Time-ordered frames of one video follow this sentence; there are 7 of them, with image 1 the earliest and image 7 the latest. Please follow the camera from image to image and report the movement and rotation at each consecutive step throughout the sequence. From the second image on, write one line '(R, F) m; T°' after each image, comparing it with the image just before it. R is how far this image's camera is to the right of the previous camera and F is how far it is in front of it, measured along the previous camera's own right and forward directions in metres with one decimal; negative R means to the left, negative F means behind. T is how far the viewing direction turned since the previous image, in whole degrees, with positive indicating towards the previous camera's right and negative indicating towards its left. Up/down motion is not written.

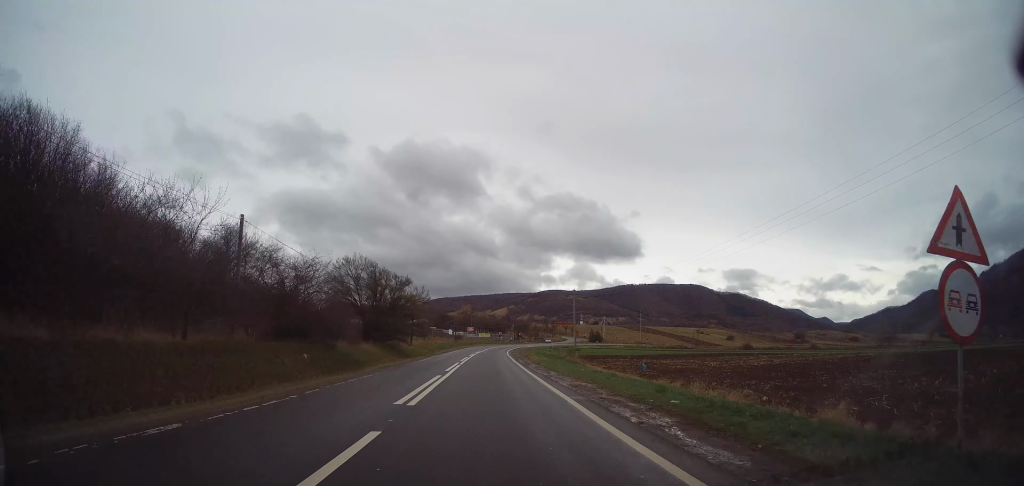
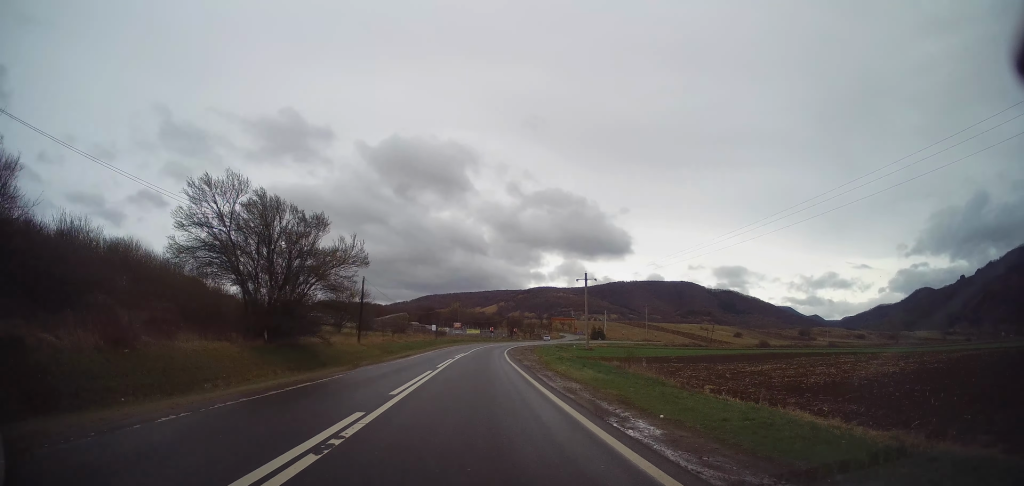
(-0.2, +22.7) m; +1°
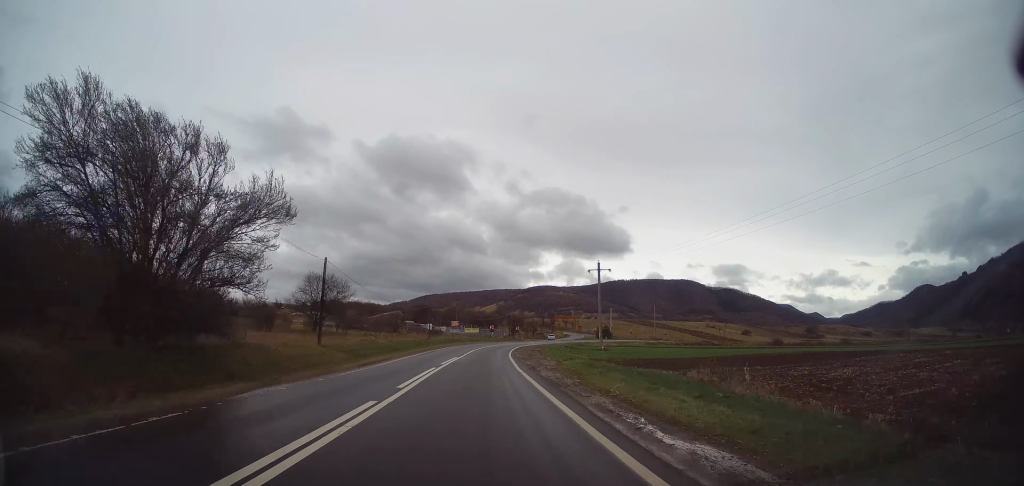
(+0.2, +10.3) m; 0°
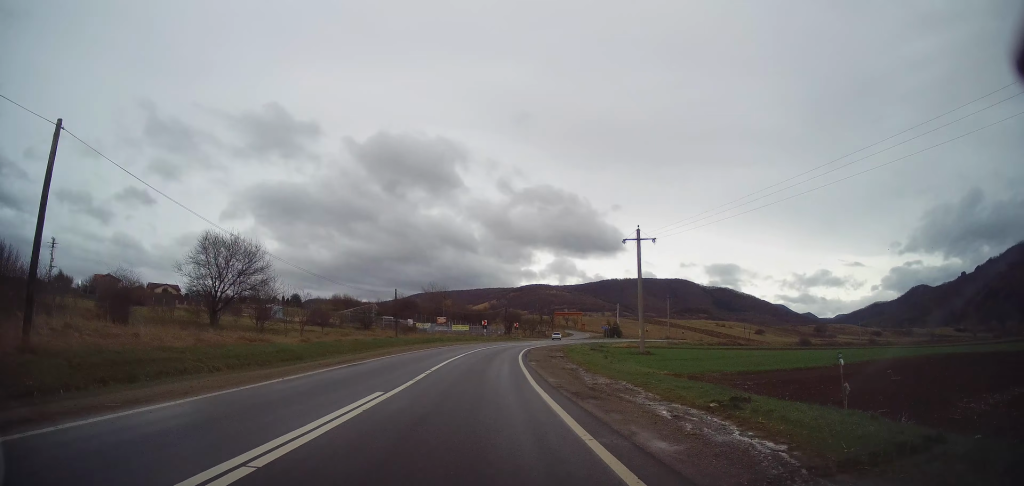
(+0.1, +23.5) m; 0°
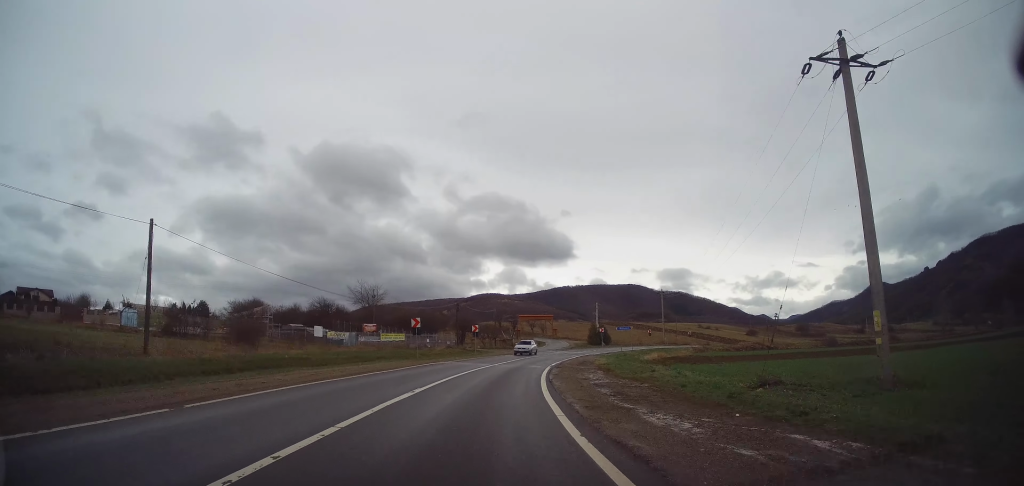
(+1.5, +38.8) m; +6°
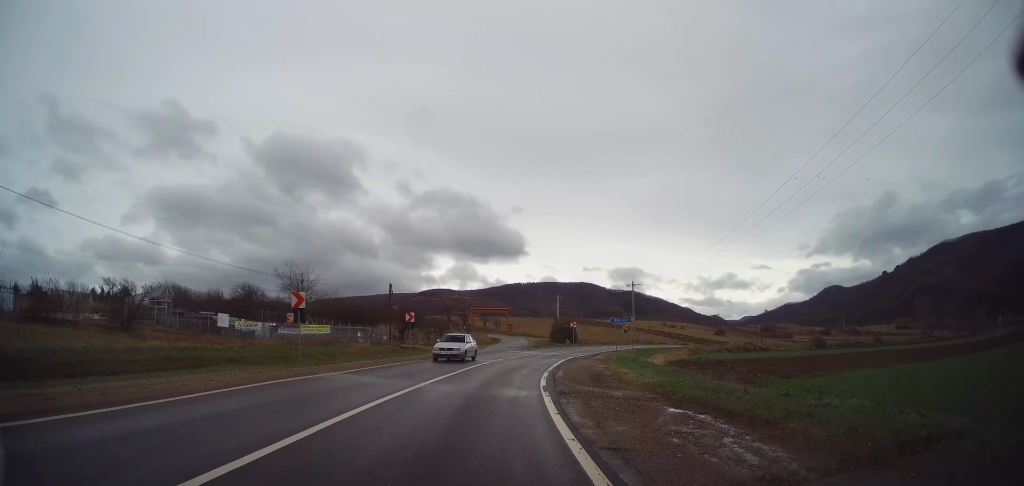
(+0.5, +16.3) m; +5°
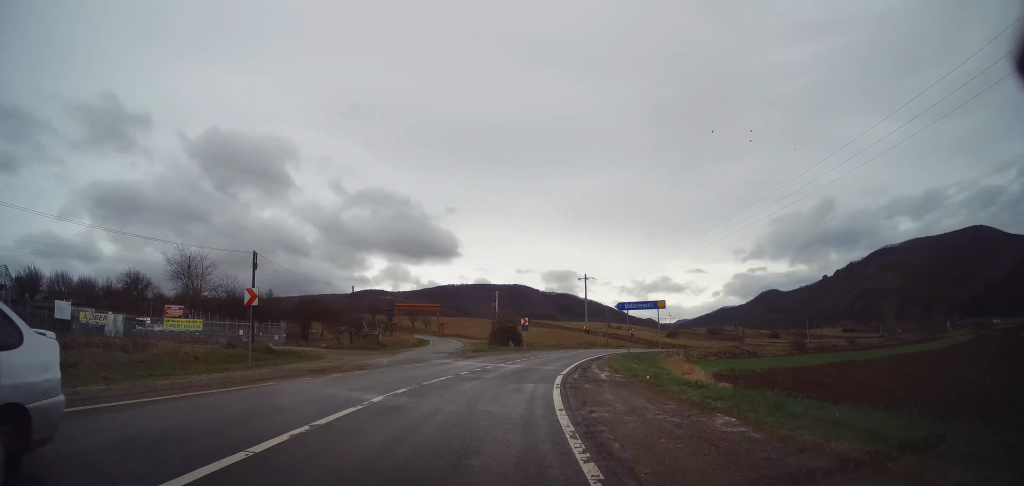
(+1.1, +18.0) m; +7°
